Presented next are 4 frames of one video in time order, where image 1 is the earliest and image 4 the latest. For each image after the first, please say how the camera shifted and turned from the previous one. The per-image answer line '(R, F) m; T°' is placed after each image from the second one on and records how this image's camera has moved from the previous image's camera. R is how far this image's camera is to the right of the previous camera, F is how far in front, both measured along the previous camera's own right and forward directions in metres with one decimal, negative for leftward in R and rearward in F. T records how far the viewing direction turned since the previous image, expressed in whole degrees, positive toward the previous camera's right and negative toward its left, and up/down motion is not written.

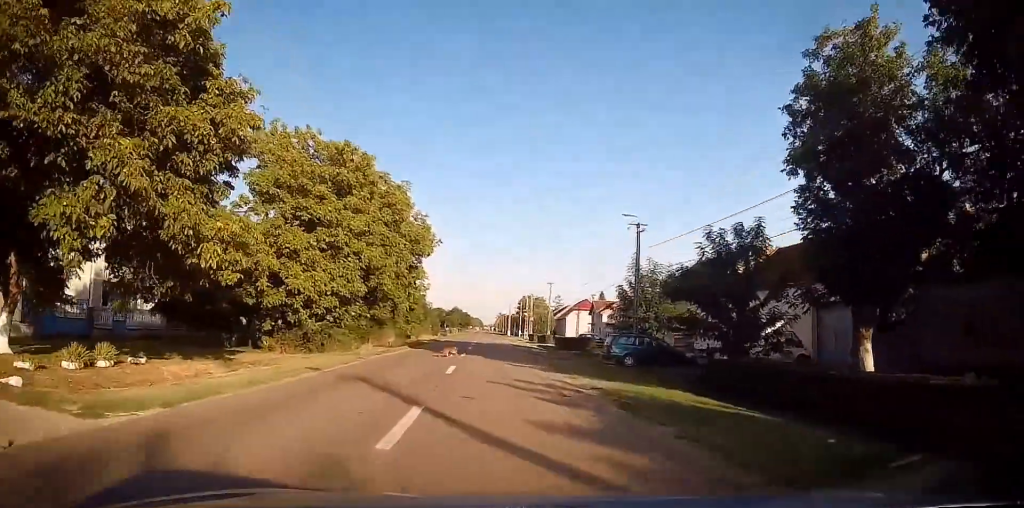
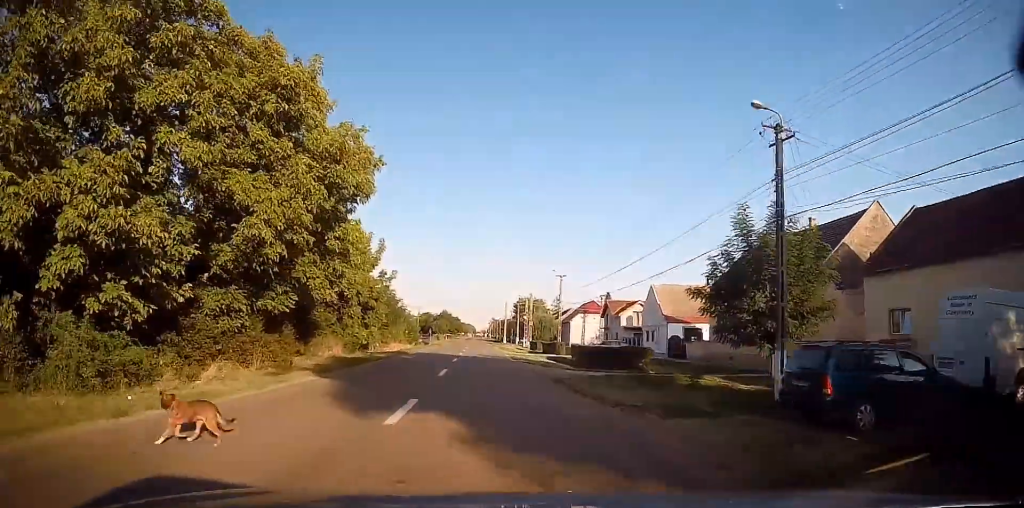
(+0.1, +17.9) m; +2°
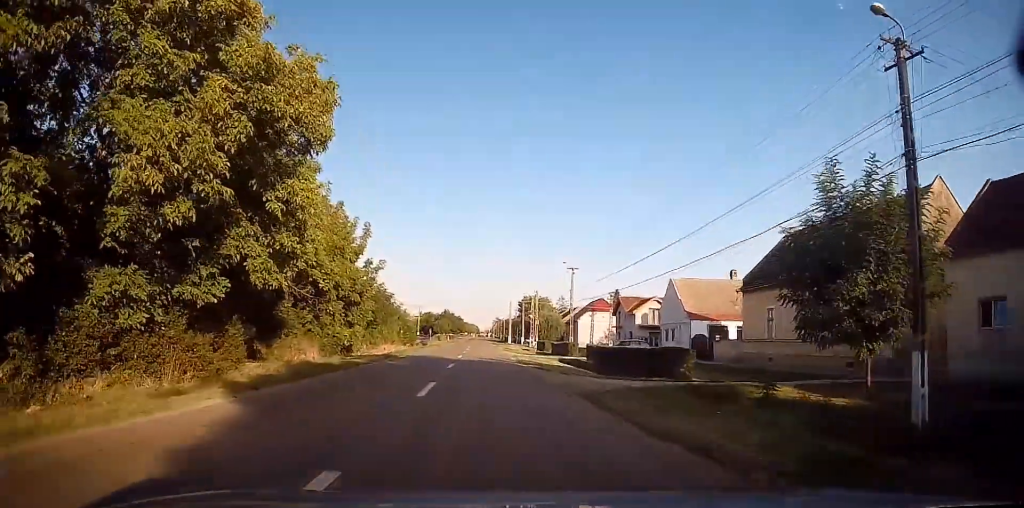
(+0.3, +6.0) m; 0°
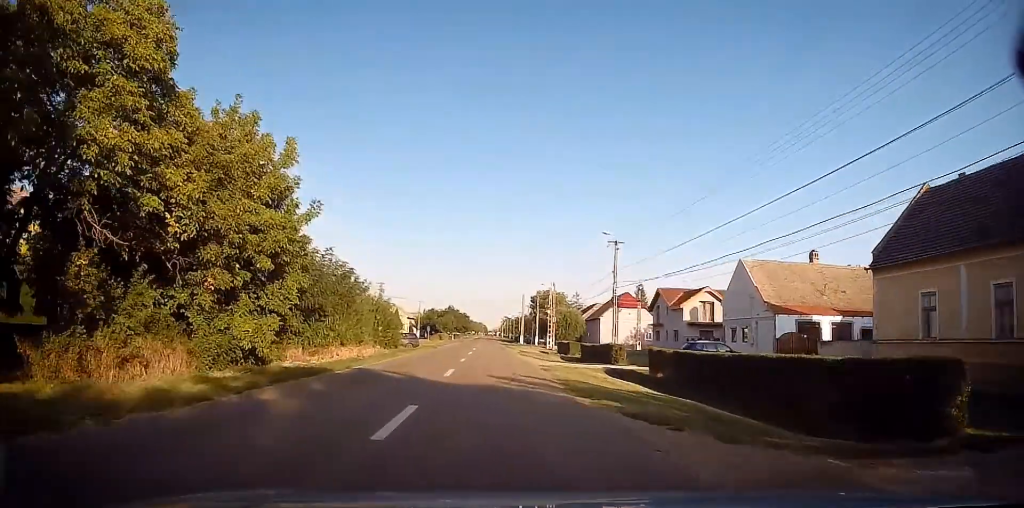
(-0.4, +14.0) m; -1°
